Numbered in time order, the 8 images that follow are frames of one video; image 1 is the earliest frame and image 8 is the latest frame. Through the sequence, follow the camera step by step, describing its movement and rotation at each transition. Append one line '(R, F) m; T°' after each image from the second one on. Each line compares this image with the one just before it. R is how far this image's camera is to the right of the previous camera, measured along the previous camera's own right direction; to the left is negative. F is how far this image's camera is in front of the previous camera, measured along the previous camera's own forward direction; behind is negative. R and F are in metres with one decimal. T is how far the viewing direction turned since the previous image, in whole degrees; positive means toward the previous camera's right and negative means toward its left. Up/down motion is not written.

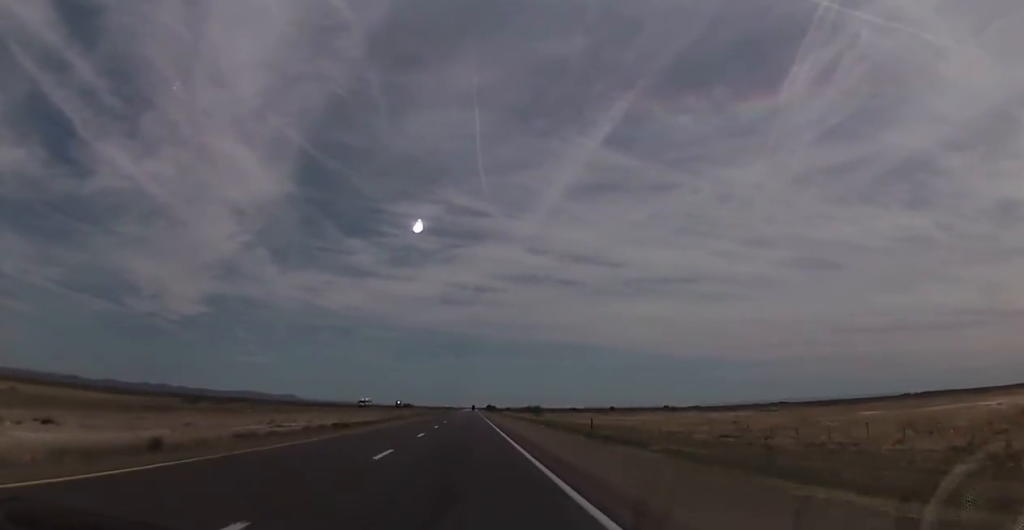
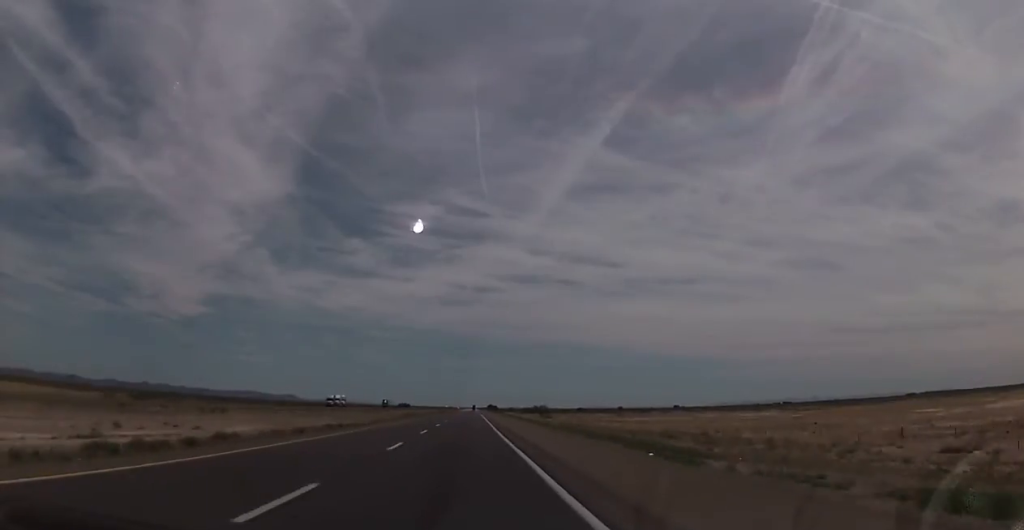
(+0.2, +33.6) m; 0°
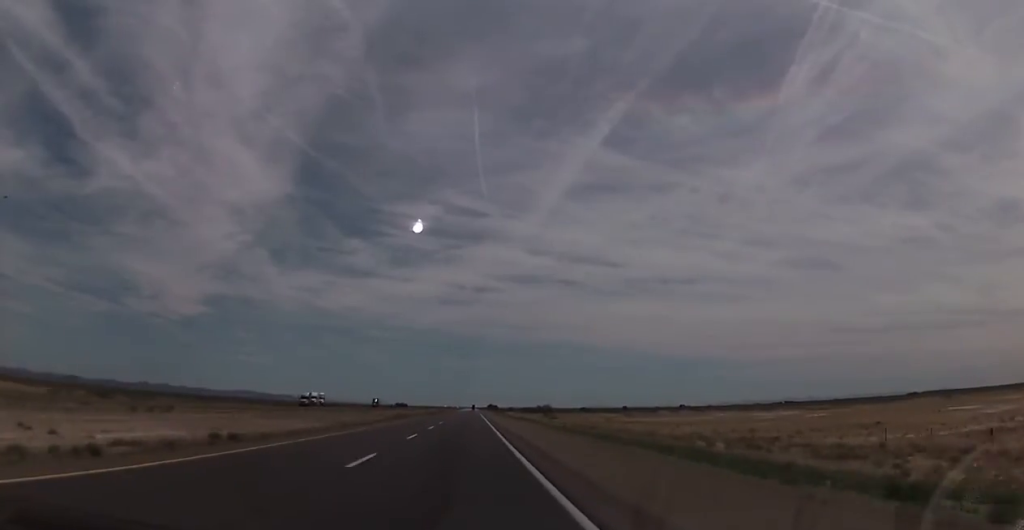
(+0.3, +18.0) m; 0°
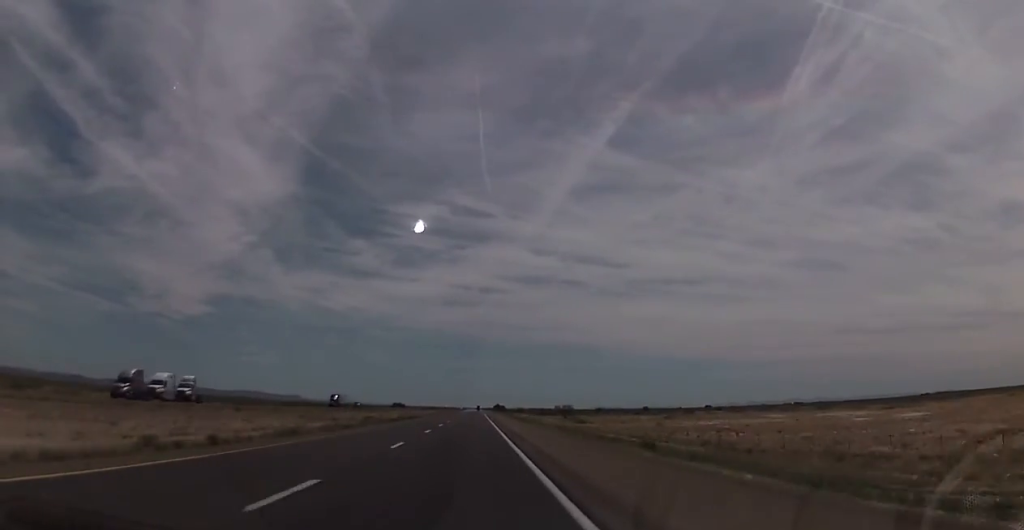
(-0.2, +55.3) m; 0°
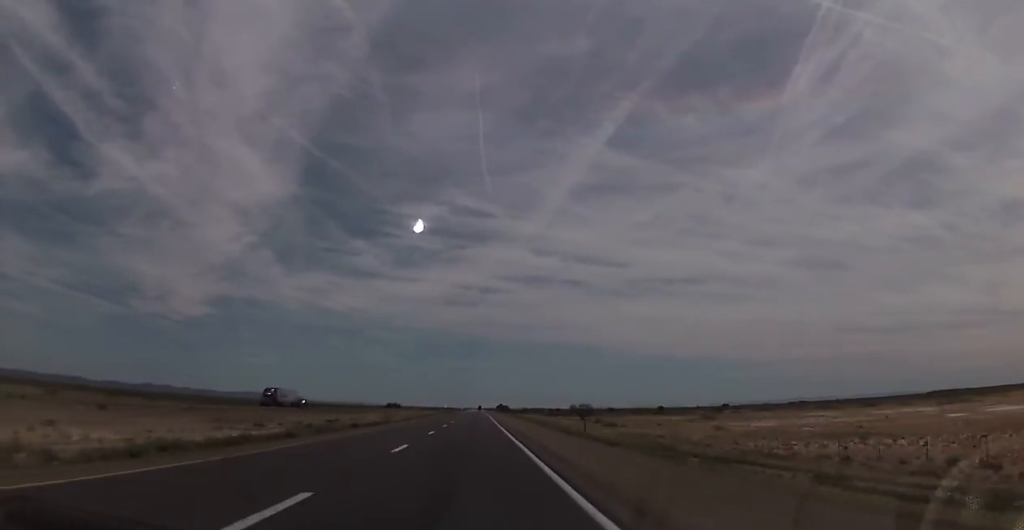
(0.0, +38.4) m; -1°
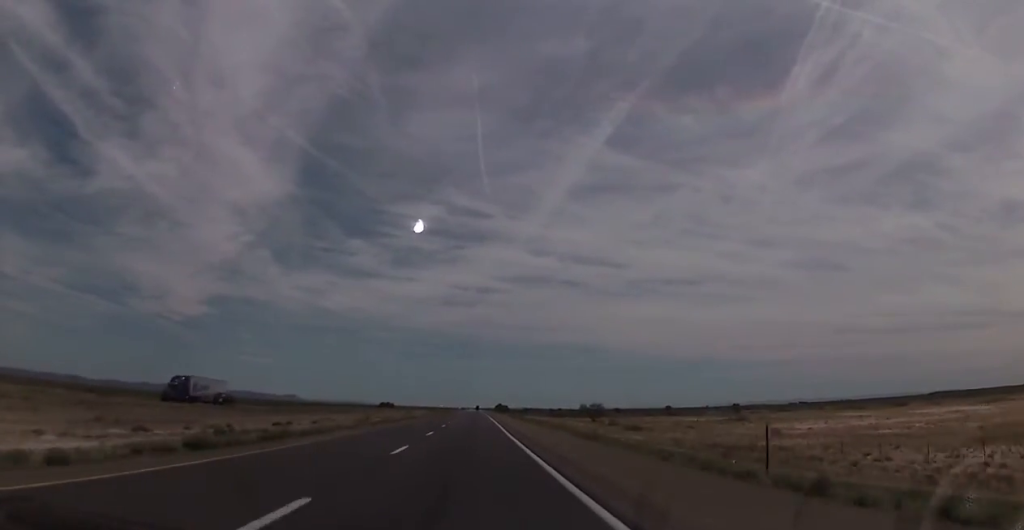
(-0.2, +25.2) m; 0°
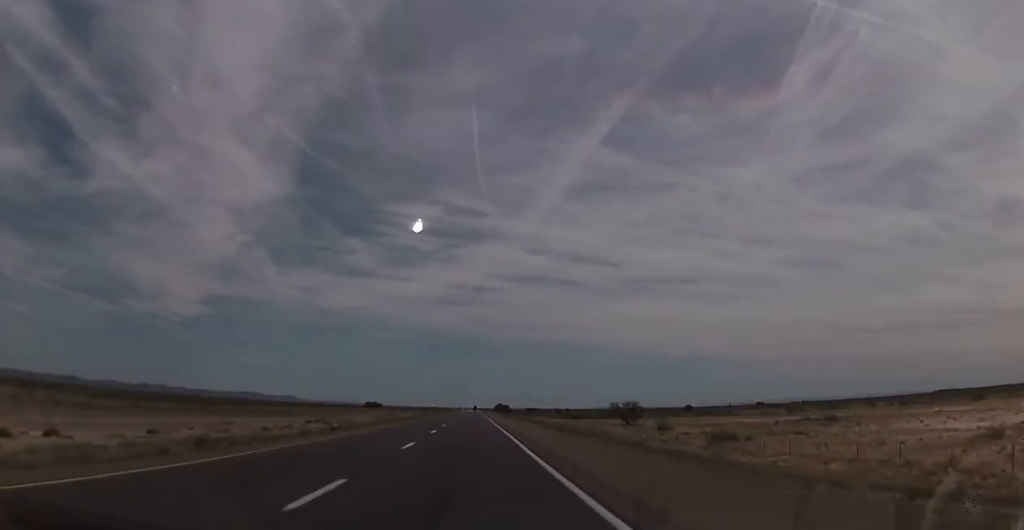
(0.0, +46.9) m; 0°
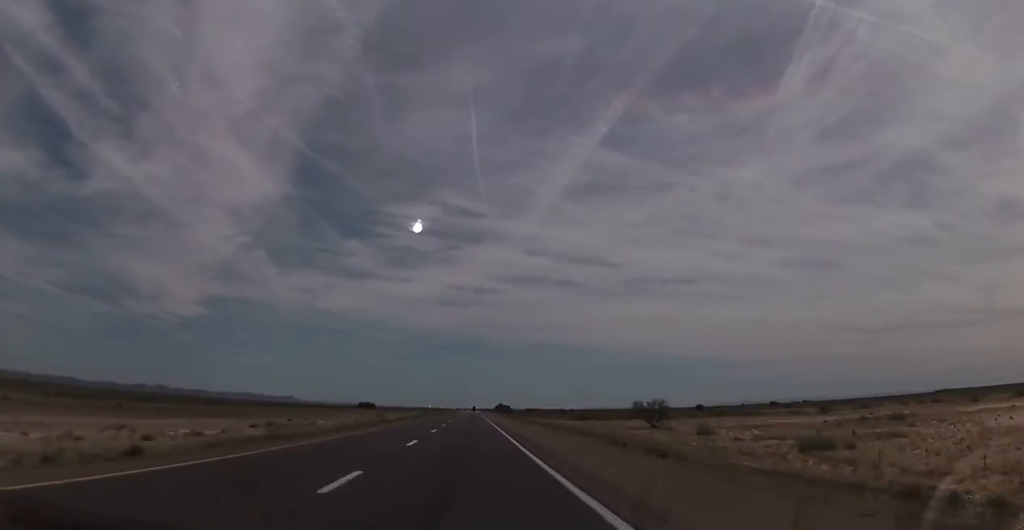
(0.0, +22.9) m; 0°
